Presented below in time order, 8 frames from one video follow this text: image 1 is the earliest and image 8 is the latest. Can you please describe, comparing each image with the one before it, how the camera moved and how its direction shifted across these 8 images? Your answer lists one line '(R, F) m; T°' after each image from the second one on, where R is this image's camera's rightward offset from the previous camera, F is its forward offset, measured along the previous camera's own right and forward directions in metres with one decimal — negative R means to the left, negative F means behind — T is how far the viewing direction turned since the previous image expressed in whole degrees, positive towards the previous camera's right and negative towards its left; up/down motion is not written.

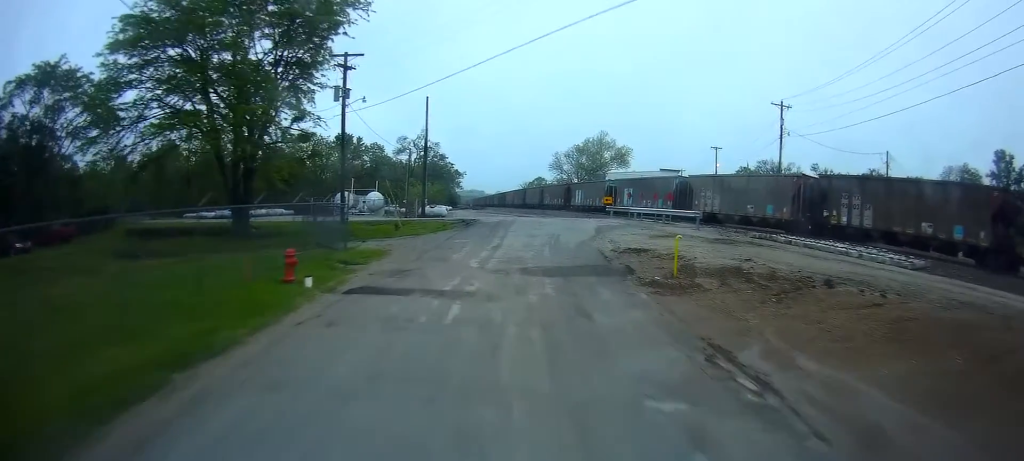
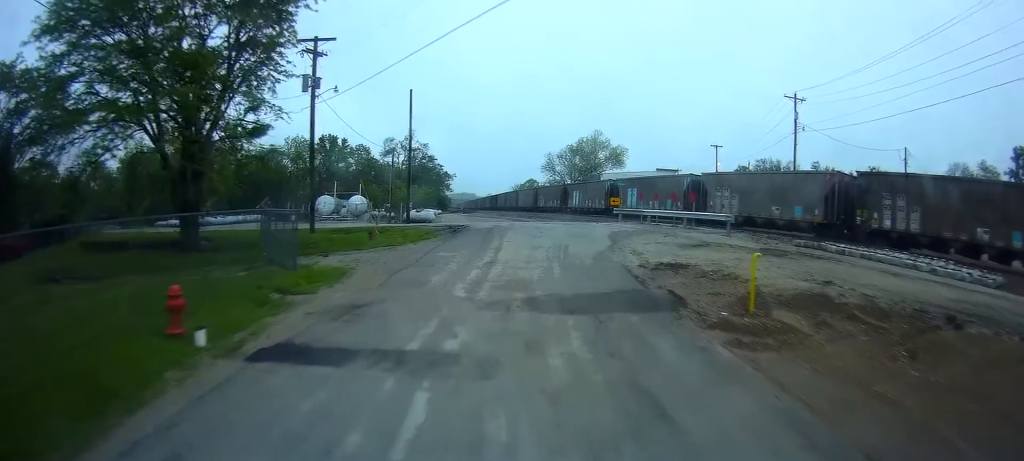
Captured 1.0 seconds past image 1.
(0.0, +5.5) m; -1°
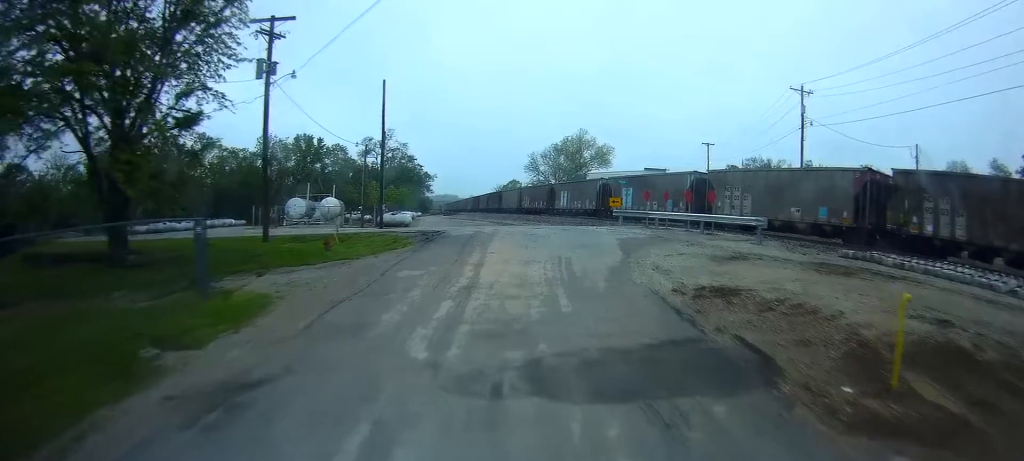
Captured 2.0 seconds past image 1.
(0.0, +5.1) m; -1°
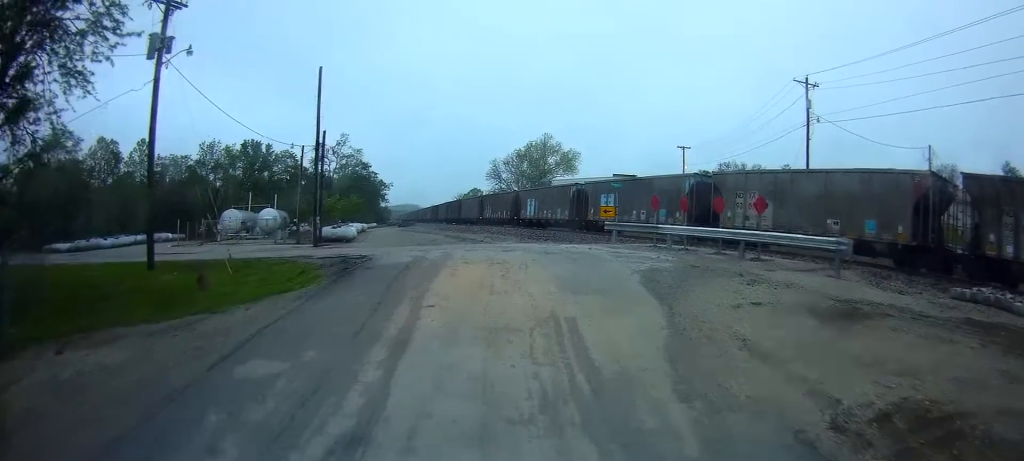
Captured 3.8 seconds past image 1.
(+0.2, +8.4) m; +8°
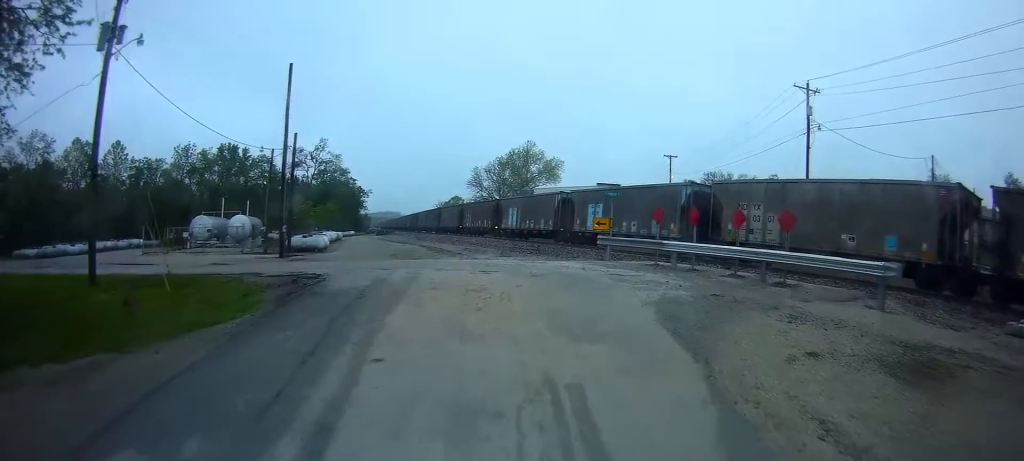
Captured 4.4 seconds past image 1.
(+0.4, +3.0) m; 0°
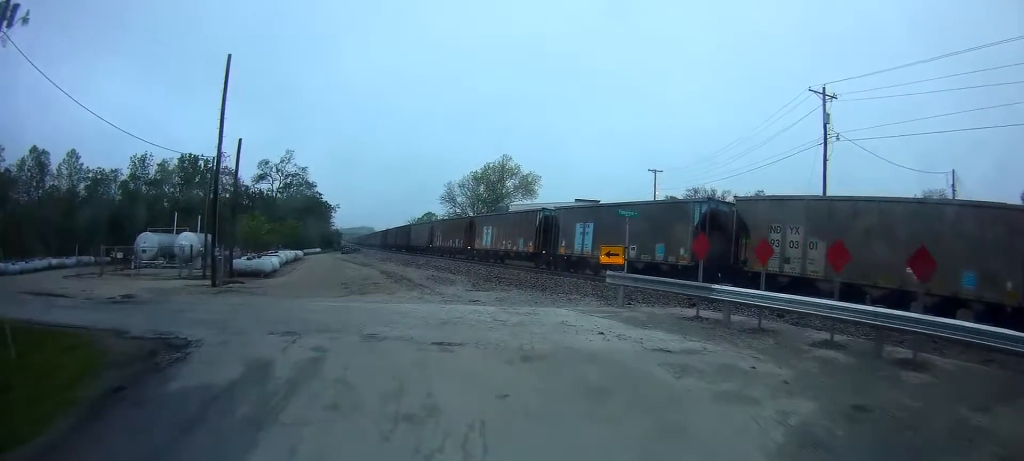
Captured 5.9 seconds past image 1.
(-0.4, +6.2) m; -1°
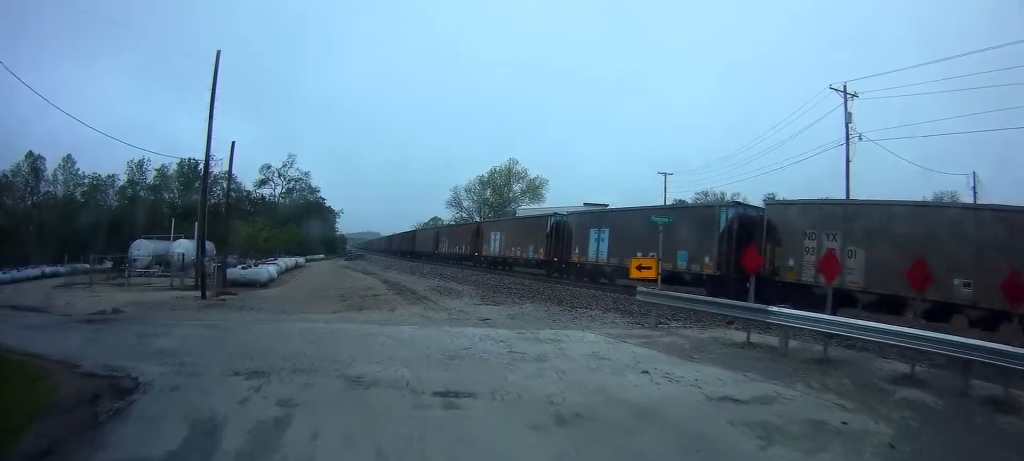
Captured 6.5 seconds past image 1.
(+0.3, +2.3) m; 0°
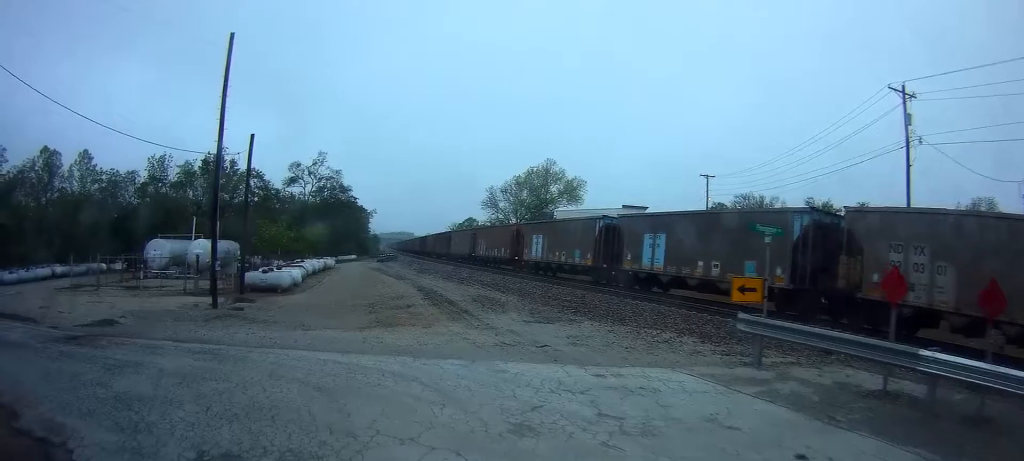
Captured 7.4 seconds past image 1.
(-0.3, +3.6) m; -1°
